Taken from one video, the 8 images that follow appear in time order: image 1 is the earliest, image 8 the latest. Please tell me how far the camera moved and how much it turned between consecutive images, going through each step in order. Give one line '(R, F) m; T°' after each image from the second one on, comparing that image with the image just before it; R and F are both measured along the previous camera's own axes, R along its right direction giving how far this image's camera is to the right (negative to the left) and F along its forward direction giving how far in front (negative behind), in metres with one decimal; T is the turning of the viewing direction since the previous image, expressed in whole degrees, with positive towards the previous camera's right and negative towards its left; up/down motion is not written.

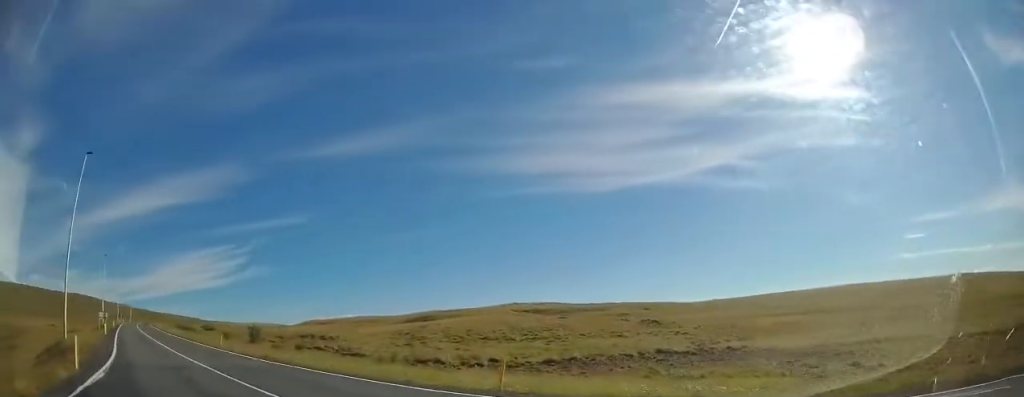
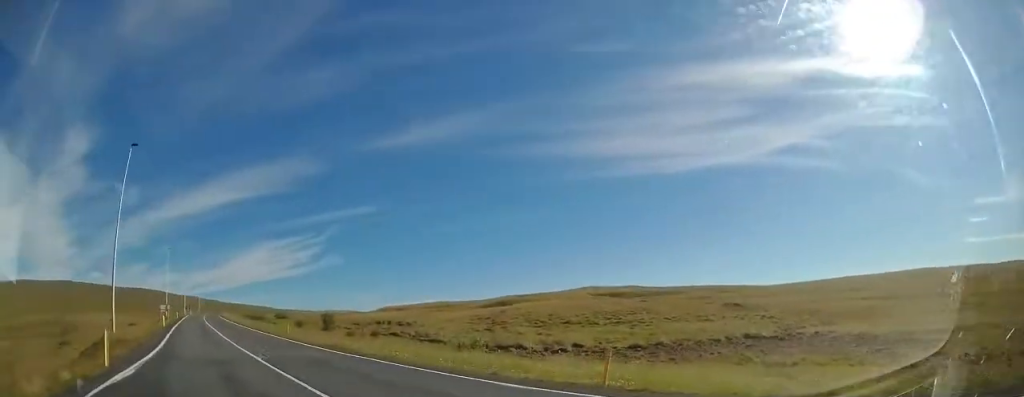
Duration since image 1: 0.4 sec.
(0.0, +1.5) m; -9°
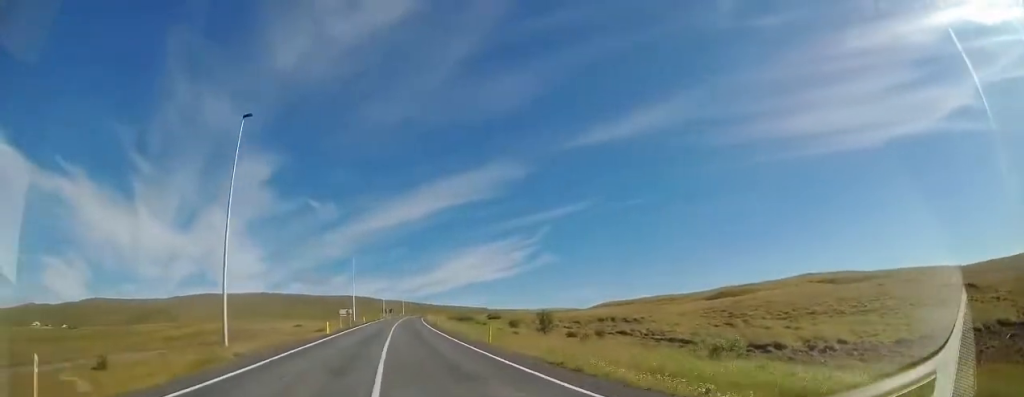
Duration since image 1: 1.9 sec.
(-1.6, +7.5) m; -16°
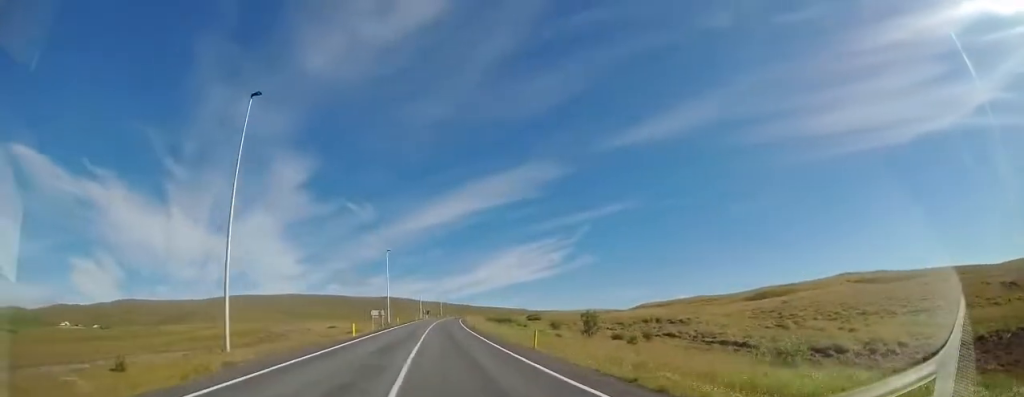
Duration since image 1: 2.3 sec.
(0.0, +2.4) m; -2°
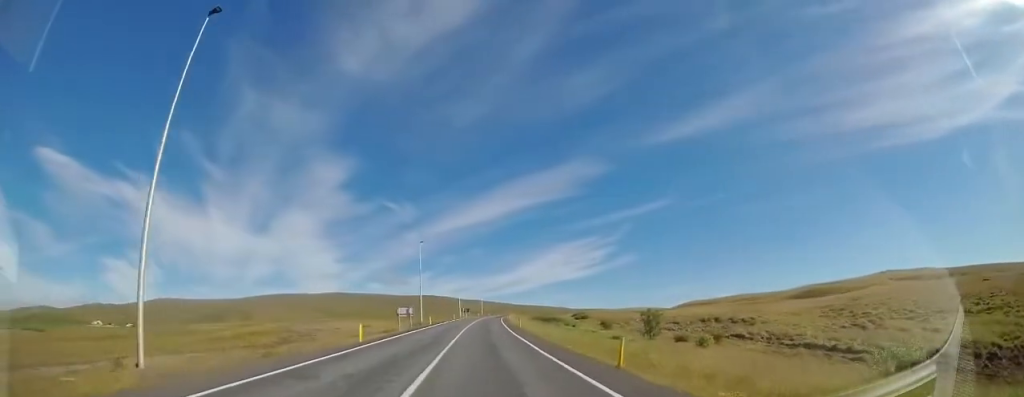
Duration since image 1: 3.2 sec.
(-0.1, +6.4) m; -5°
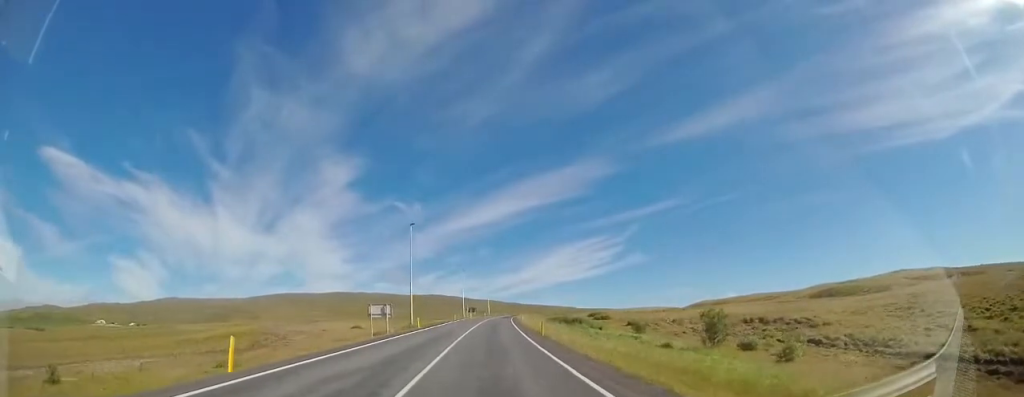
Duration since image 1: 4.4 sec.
(-0.8, +11.2) m; -4°
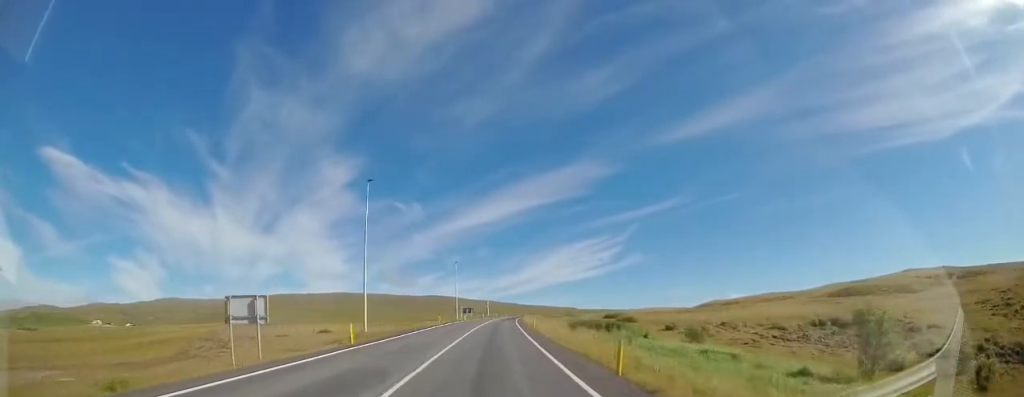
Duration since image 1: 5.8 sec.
(+0.6, +16.5) m; +4°
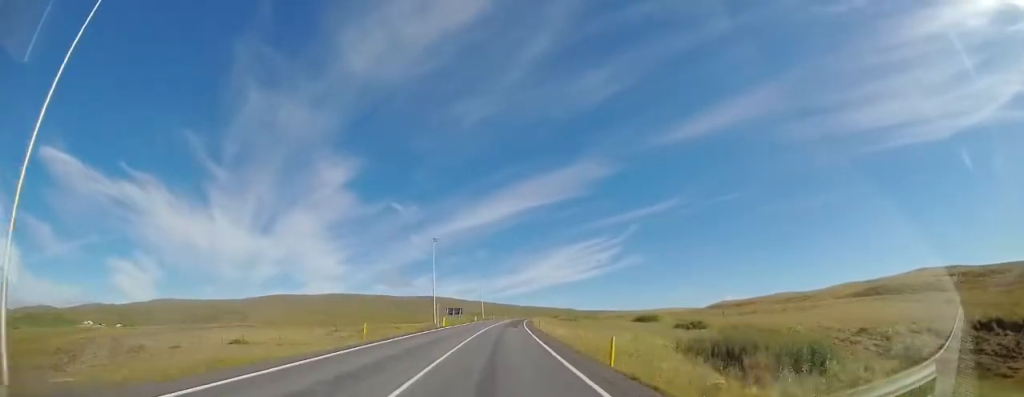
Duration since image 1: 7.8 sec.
(+0.4, +24.5) m; +1°
